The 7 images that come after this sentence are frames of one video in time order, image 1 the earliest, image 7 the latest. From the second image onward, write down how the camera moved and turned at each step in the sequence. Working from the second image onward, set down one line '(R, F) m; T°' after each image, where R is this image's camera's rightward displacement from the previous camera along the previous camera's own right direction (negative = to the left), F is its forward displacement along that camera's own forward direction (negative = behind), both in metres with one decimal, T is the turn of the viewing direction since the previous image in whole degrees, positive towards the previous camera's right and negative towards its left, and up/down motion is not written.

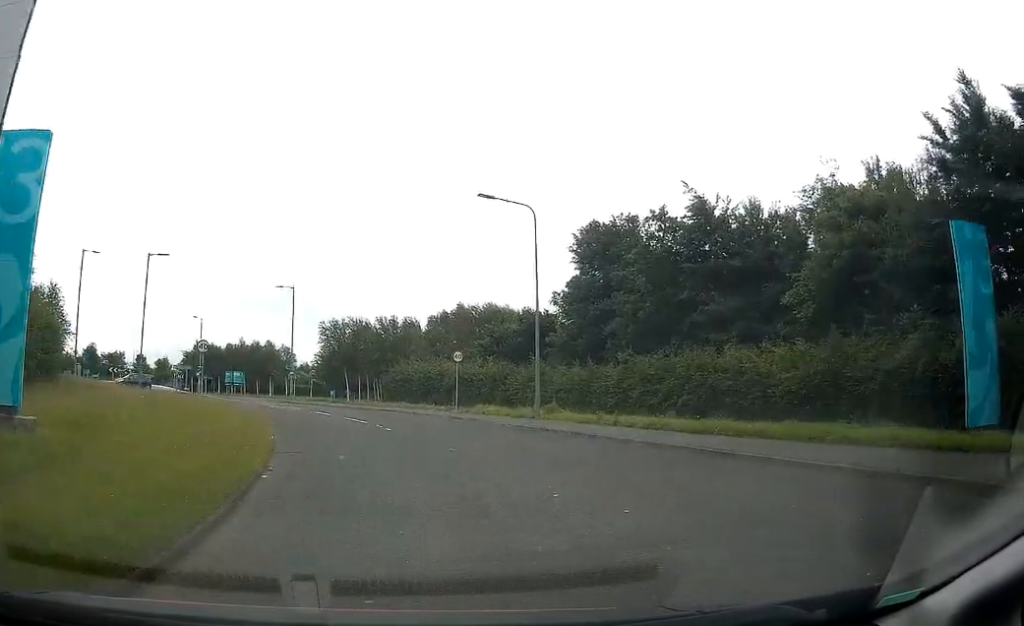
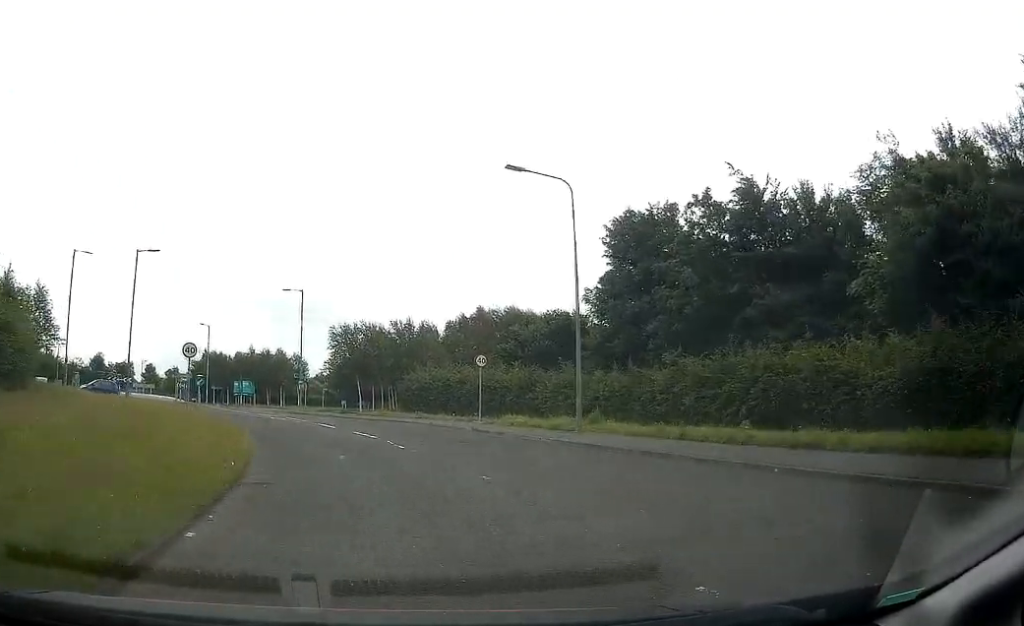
(+0.1, +4.6) m; -3°
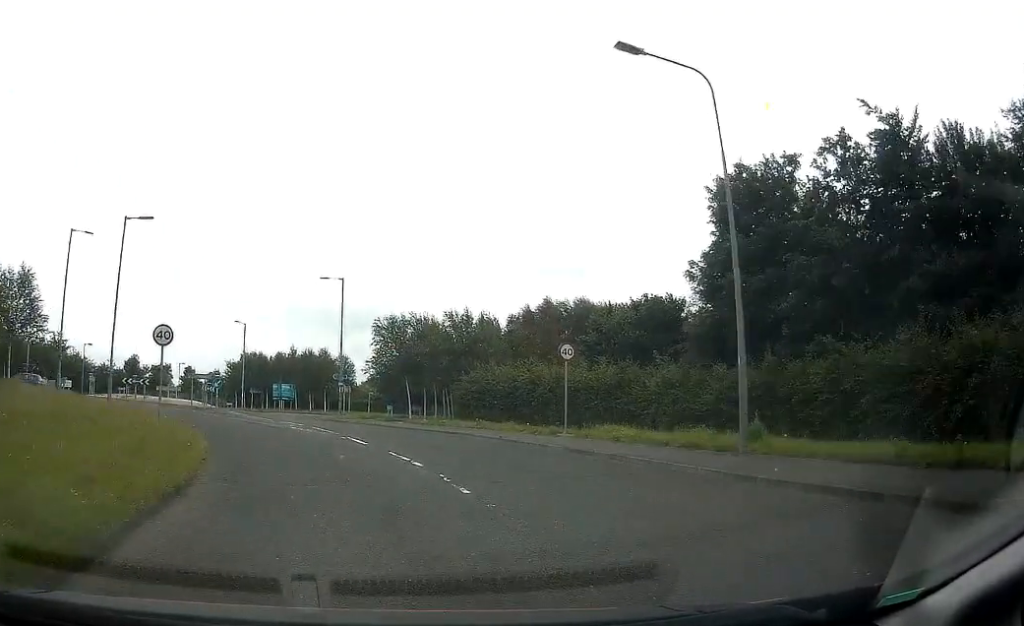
(-0.5, +8.8) m; -4°
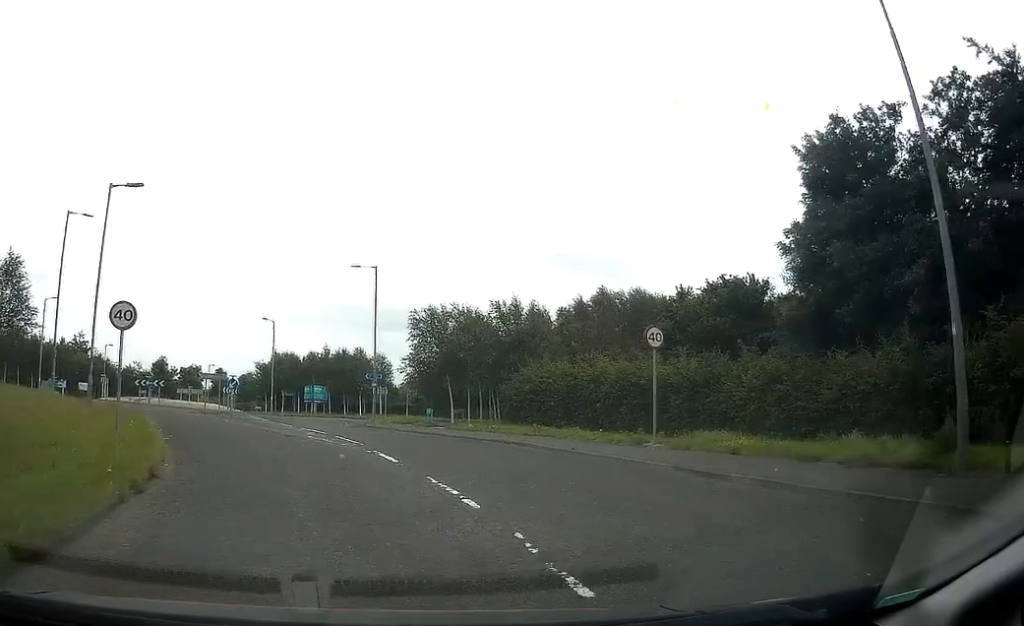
(-0.1, +5.9) m; -2°
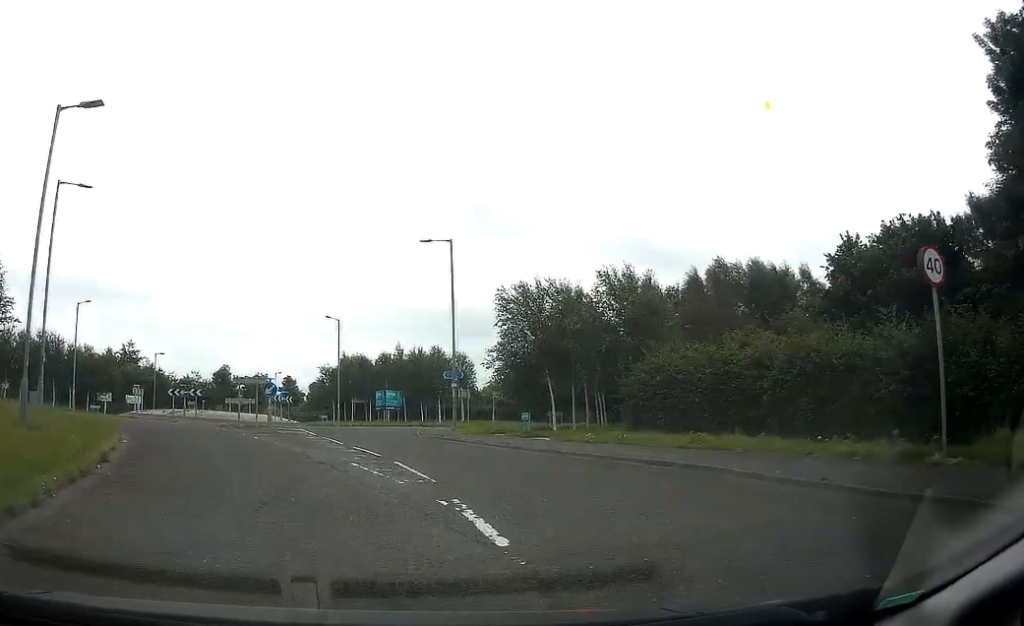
(-0.2, +9.7) m; -7°
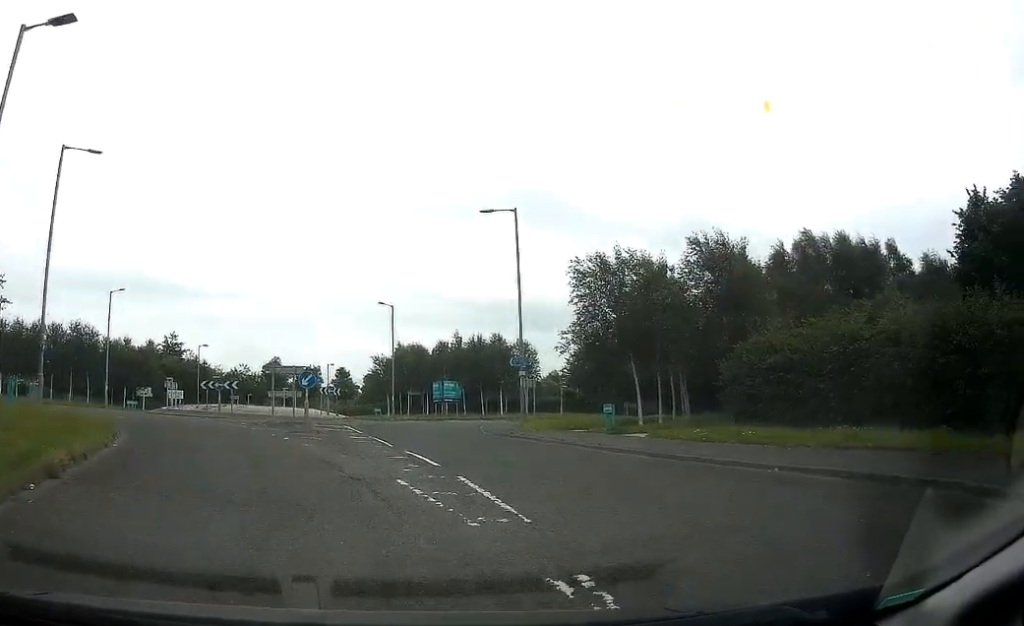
(-0.3, +4.8) m; -5°
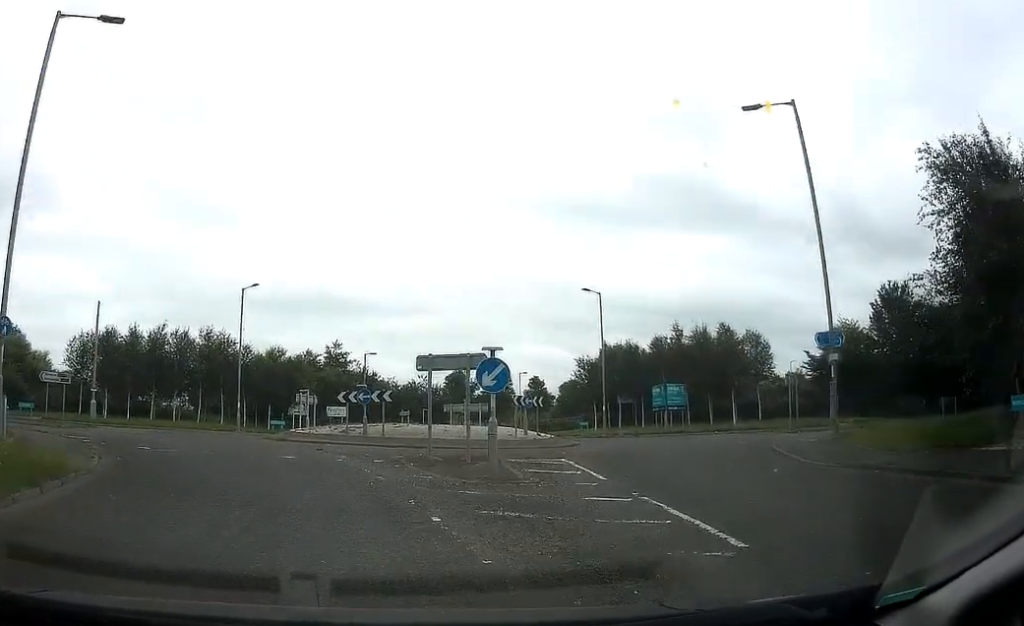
(-1.6, +13.3) m; -14°
